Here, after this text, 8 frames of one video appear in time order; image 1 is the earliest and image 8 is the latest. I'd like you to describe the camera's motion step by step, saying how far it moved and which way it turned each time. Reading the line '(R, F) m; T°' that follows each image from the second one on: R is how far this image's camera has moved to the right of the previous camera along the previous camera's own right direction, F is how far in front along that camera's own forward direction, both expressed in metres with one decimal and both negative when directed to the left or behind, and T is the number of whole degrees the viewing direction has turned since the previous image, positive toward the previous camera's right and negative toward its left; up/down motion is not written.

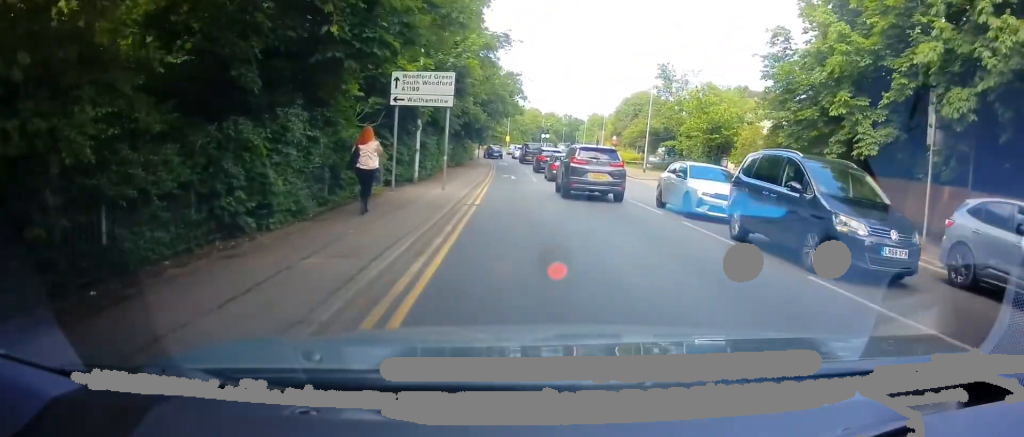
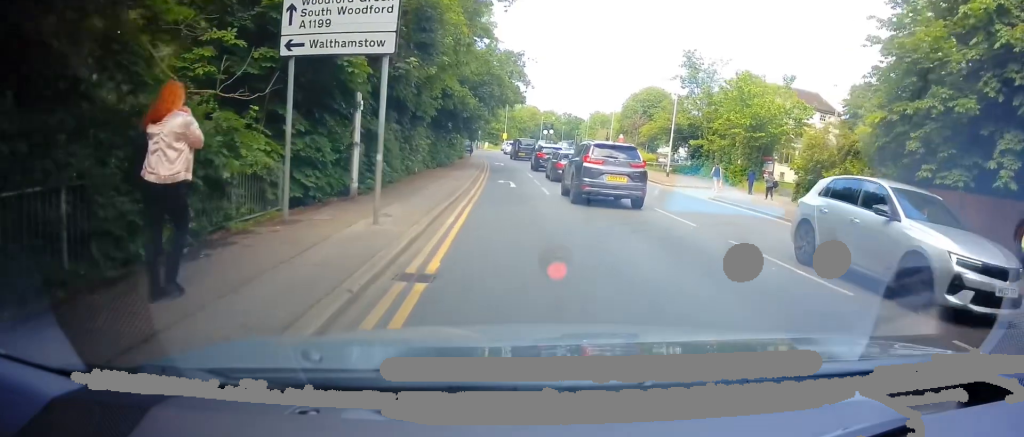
(-0.3, +8.7) m; -2°
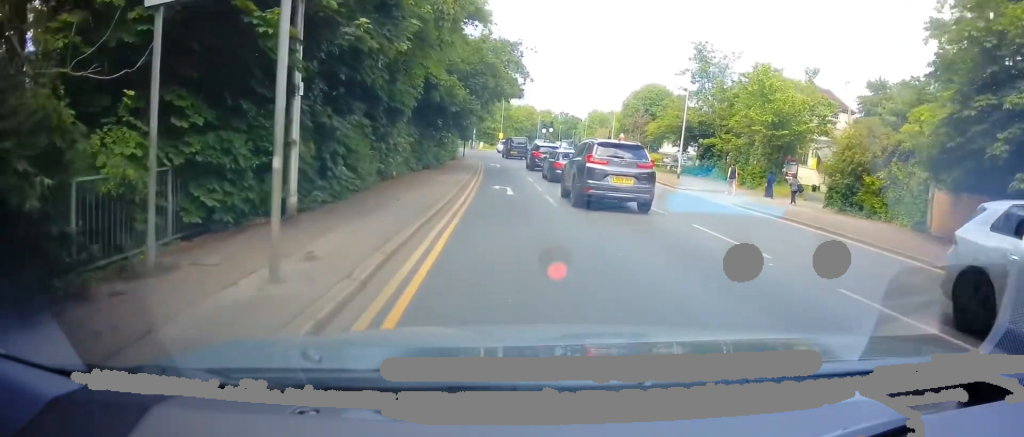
(0.0, +3.9) m; +1°
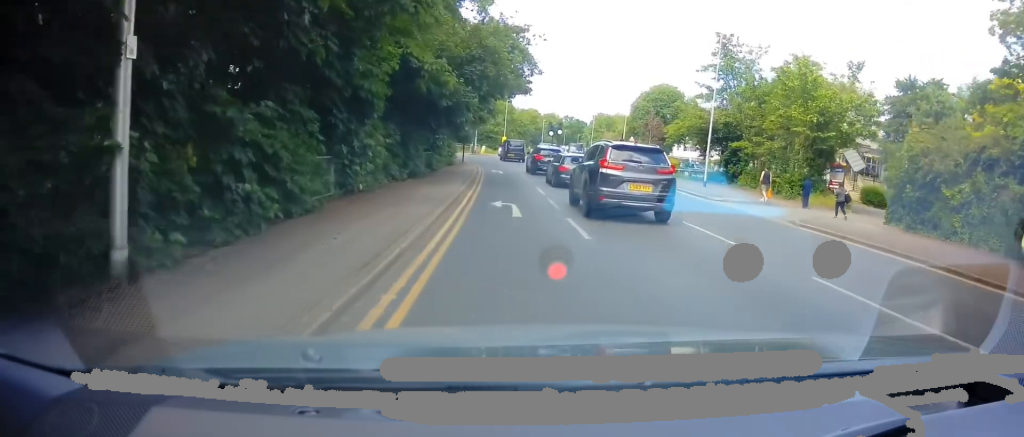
(+0.1, +5.0) m; +1°
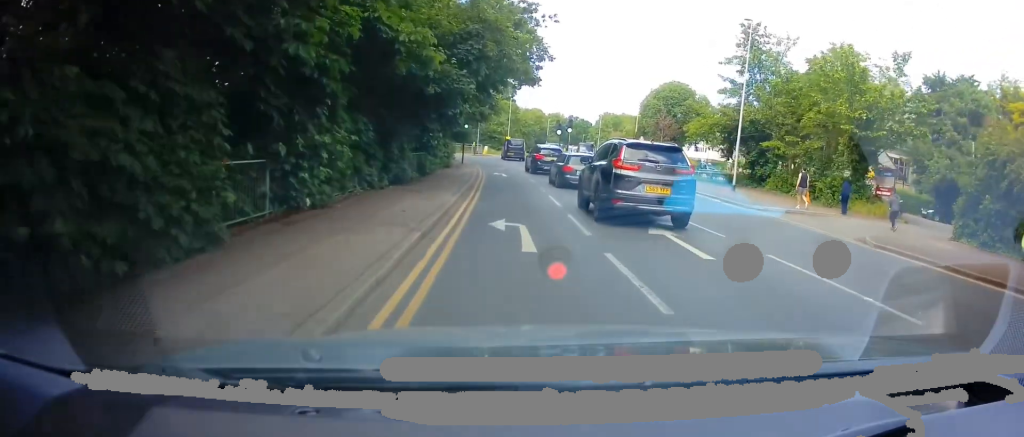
(+0.2, +4.2) m; 0°
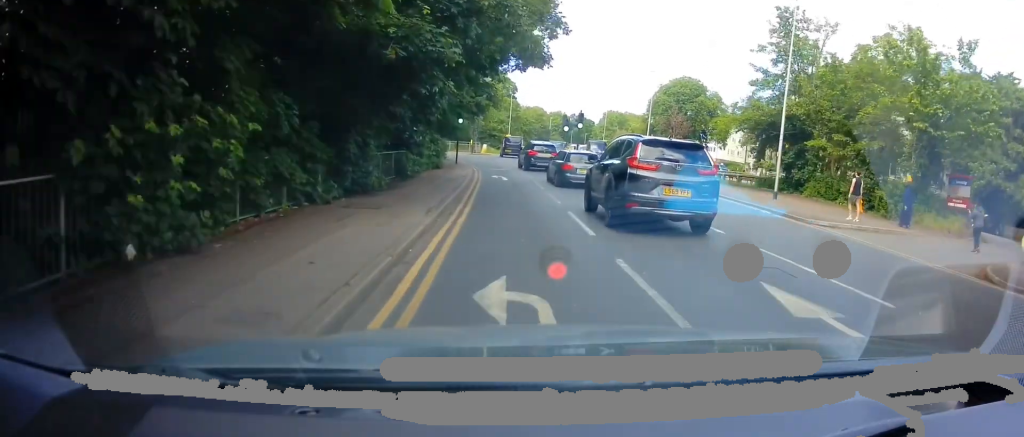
(-0.2, +5.1) m; 0°
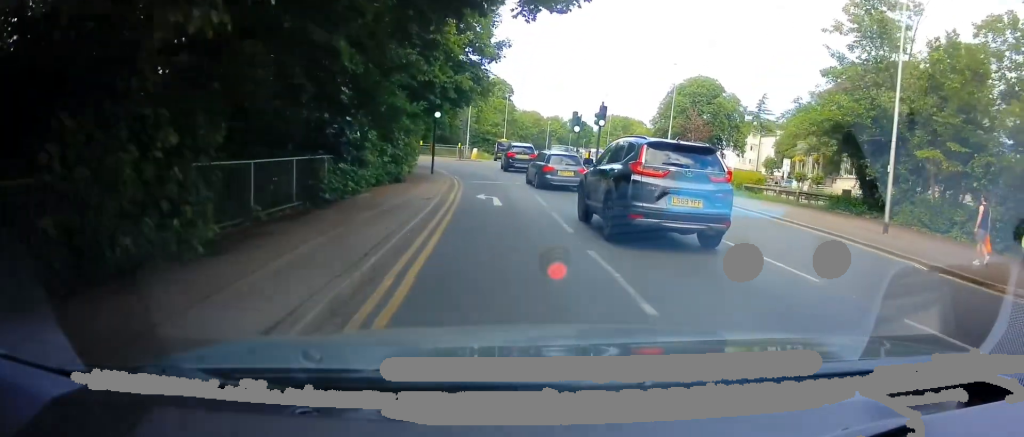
(+0.2, +9.3) m; 0°
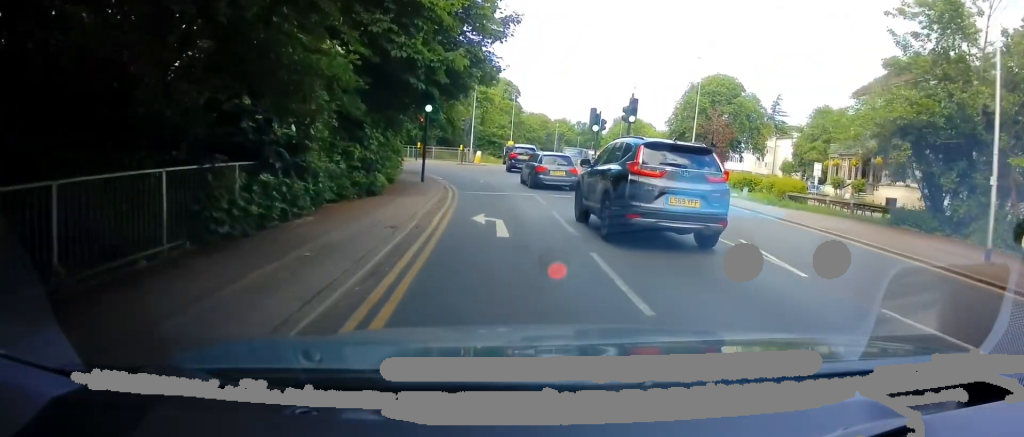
(-0.2, +4.9) m; -2°
